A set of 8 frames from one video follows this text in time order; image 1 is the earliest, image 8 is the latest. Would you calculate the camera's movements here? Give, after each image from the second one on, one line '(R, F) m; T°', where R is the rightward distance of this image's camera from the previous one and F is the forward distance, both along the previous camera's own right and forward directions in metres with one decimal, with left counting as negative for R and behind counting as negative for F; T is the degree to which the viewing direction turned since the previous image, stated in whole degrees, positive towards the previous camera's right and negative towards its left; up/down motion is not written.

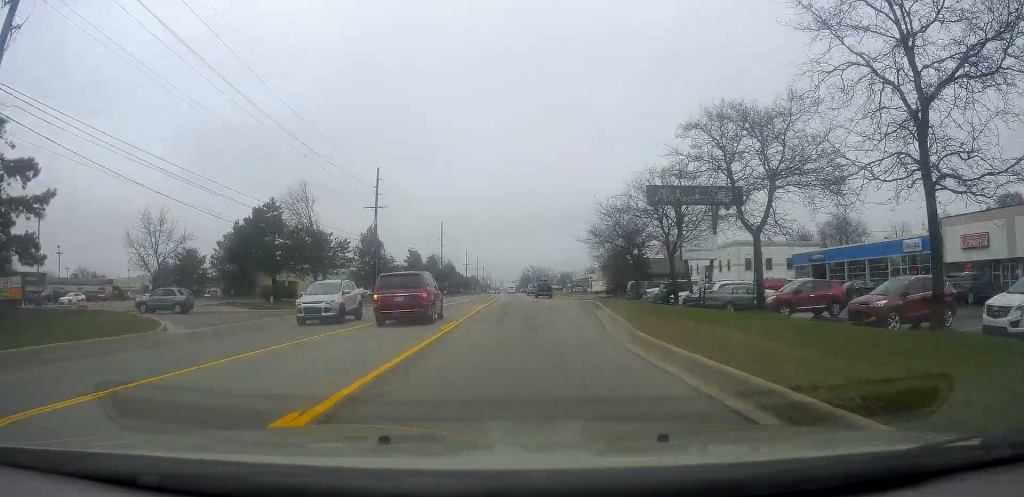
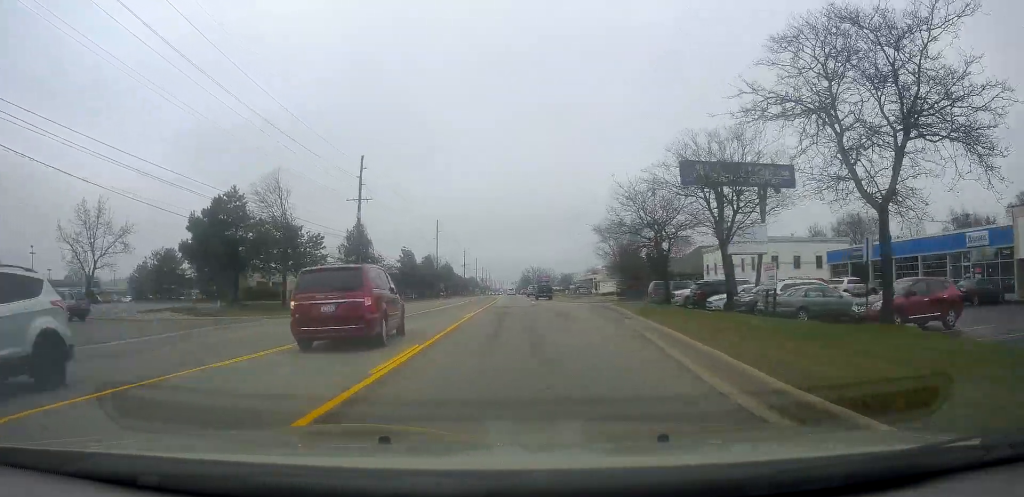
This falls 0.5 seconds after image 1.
(-0.2, +7.9) m; 0°
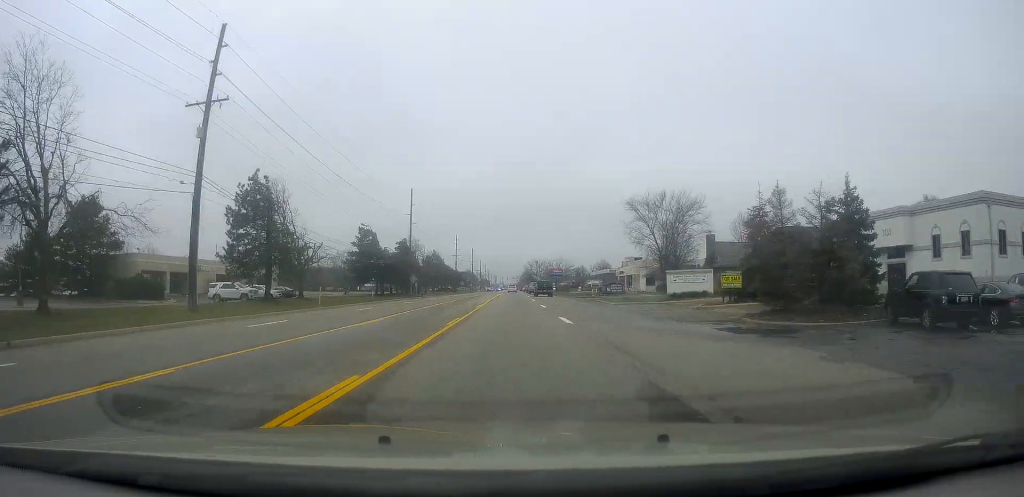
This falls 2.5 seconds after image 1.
(+0.7, +35.3) m; +1°
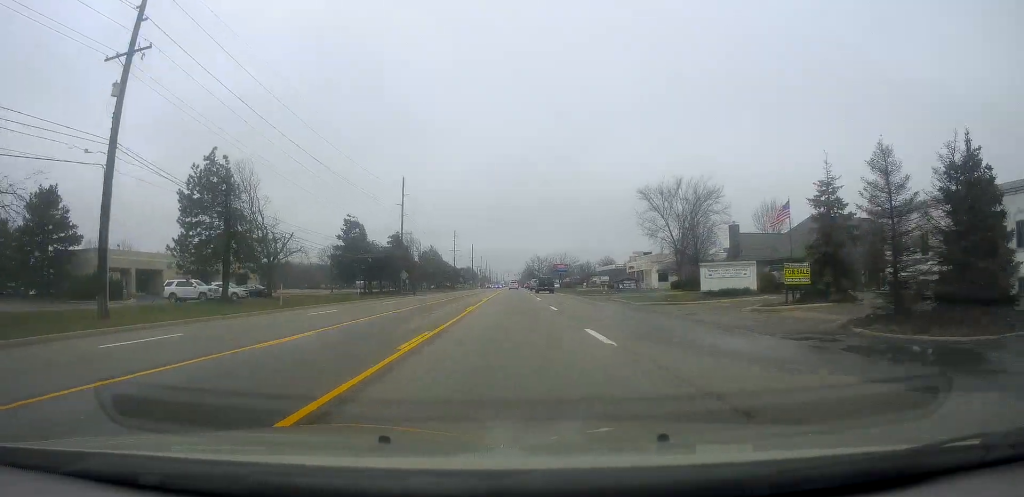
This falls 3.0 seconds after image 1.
(+0.2, +8.5) m; -1°
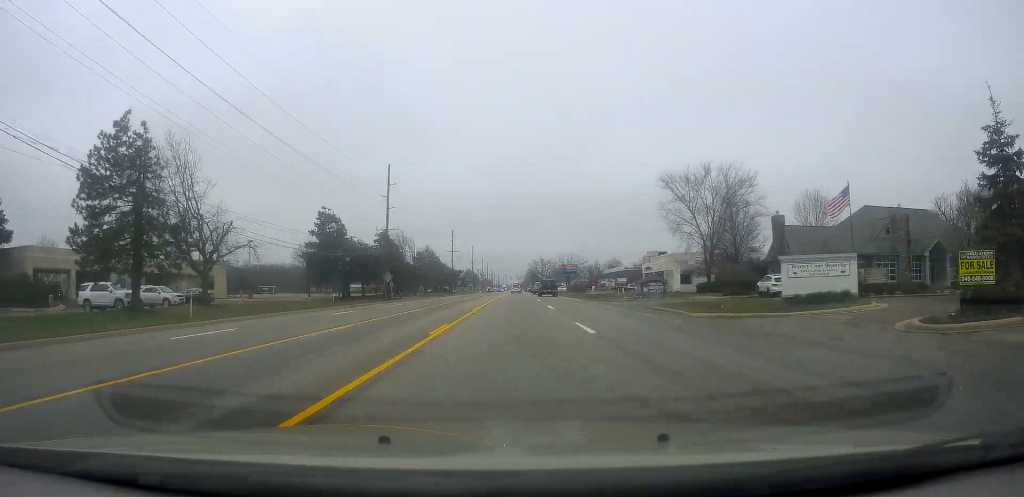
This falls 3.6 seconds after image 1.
(0.0, +12.1) m; -1°
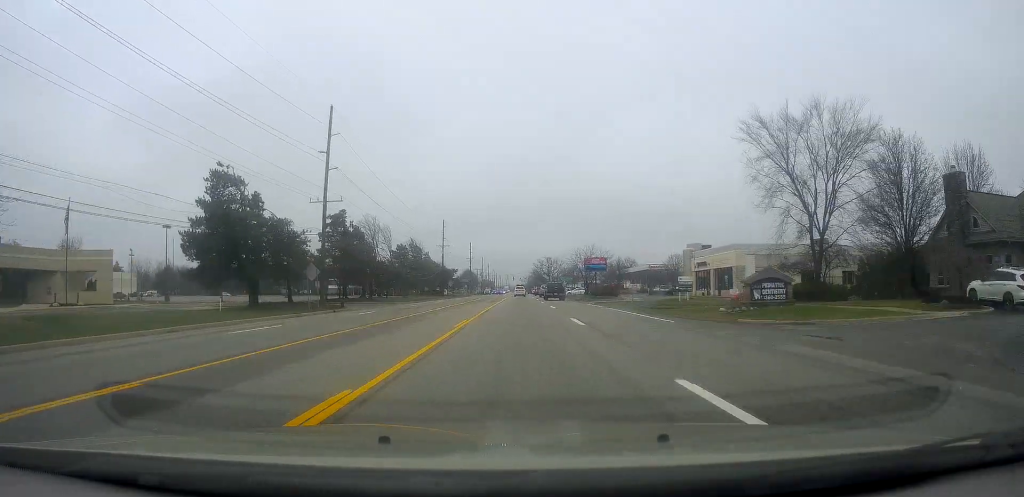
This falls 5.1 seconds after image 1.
(0.0, +27.3) m; 0°
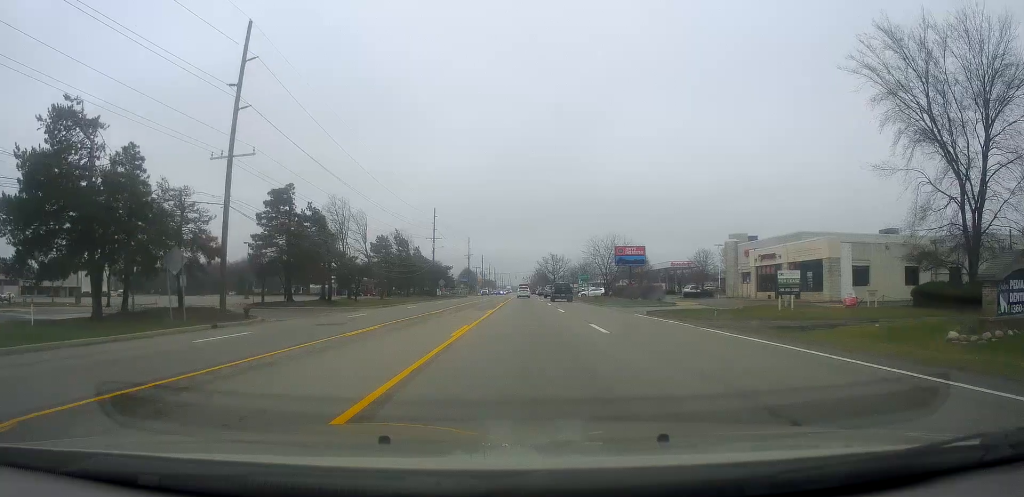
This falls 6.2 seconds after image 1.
(-0.4, +18.6) m; -1°
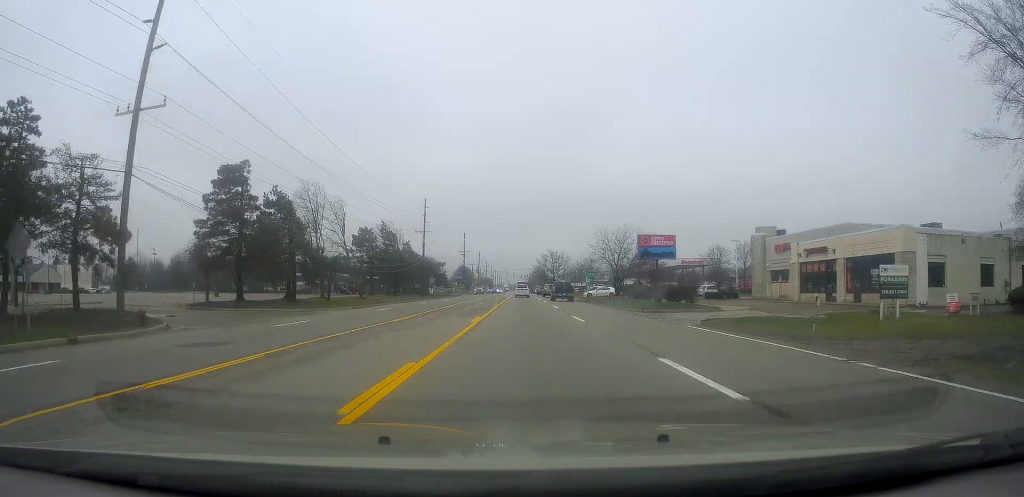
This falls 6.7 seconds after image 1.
(0.0, +9.5) m; 0°
